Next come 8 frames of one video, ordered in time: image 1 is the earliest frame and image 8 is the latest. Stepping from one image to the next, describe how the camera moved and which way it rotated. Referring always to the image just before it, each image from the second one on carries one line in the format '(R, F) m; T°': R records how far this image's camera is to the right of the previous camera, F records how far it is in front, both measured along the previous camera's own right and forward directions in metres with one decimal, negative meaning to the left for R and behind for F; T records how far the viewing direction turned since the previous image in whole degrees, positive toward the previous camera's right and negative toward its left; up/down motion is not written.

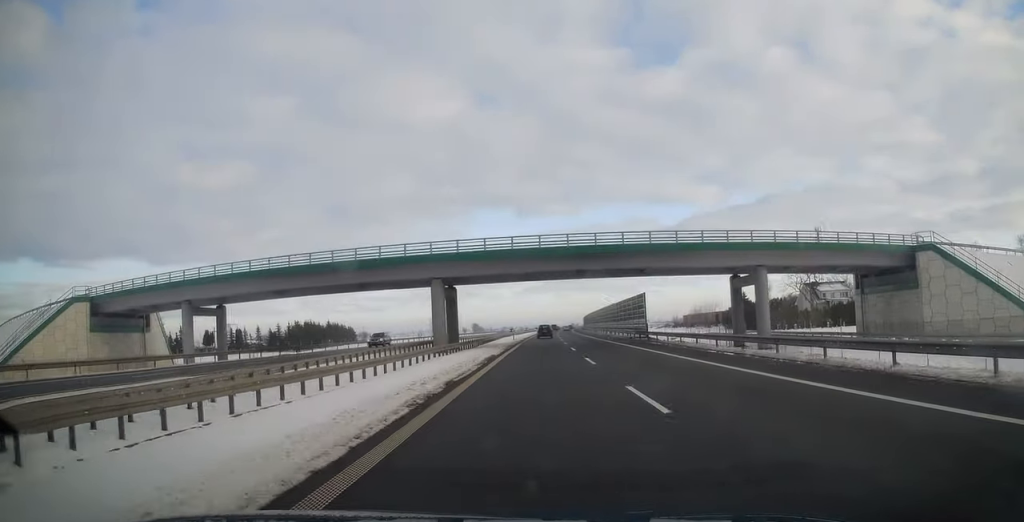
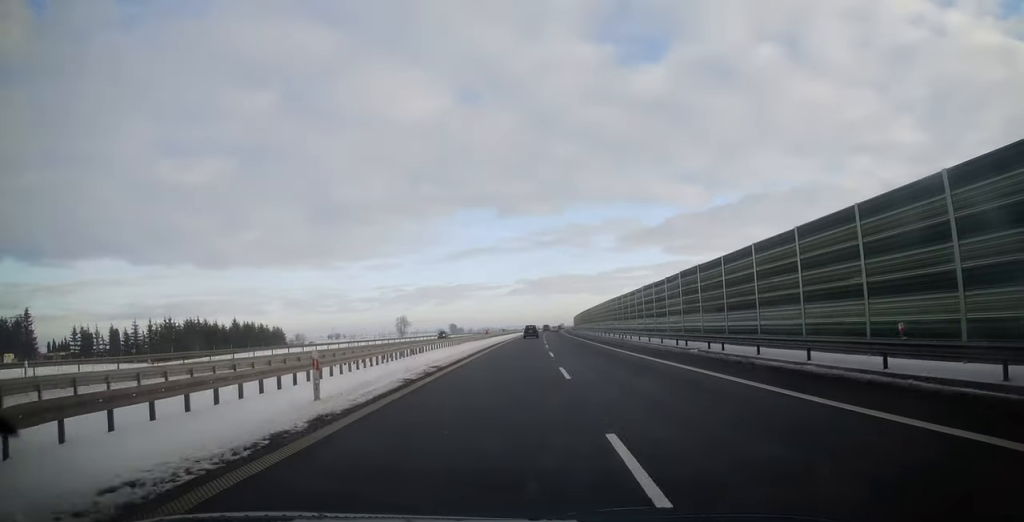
(+0.7, +53.5) m; +2°
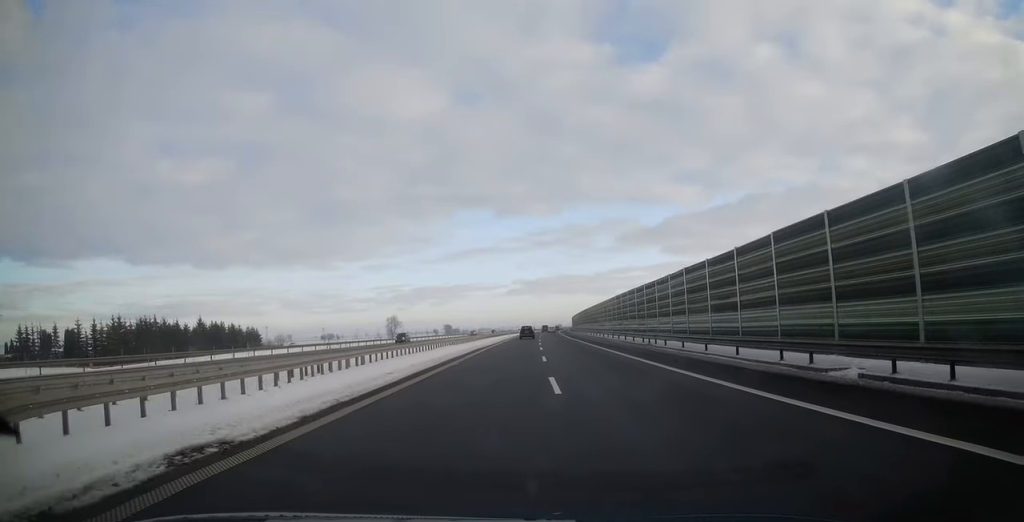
(+0.2, +15.0) m; 0°
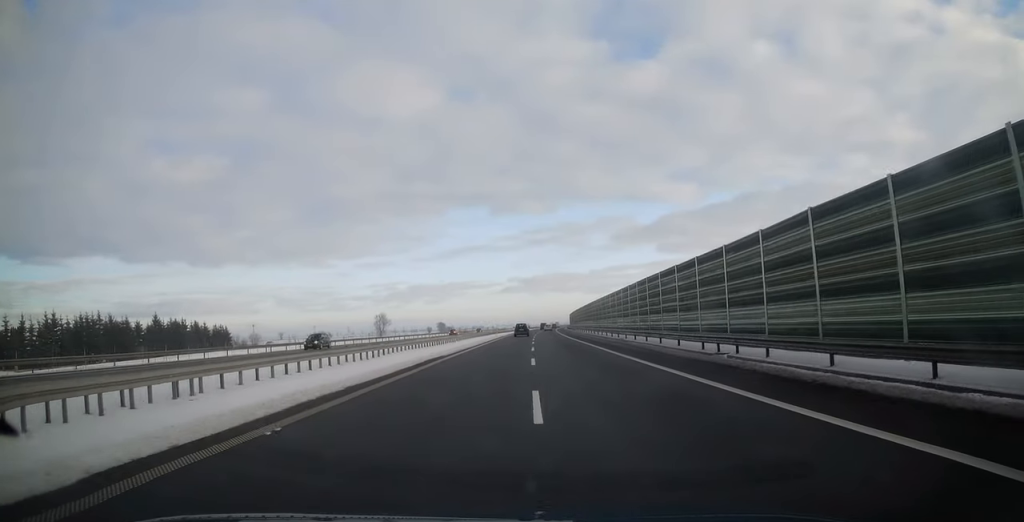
(+0.1, +16.1) m; 0°
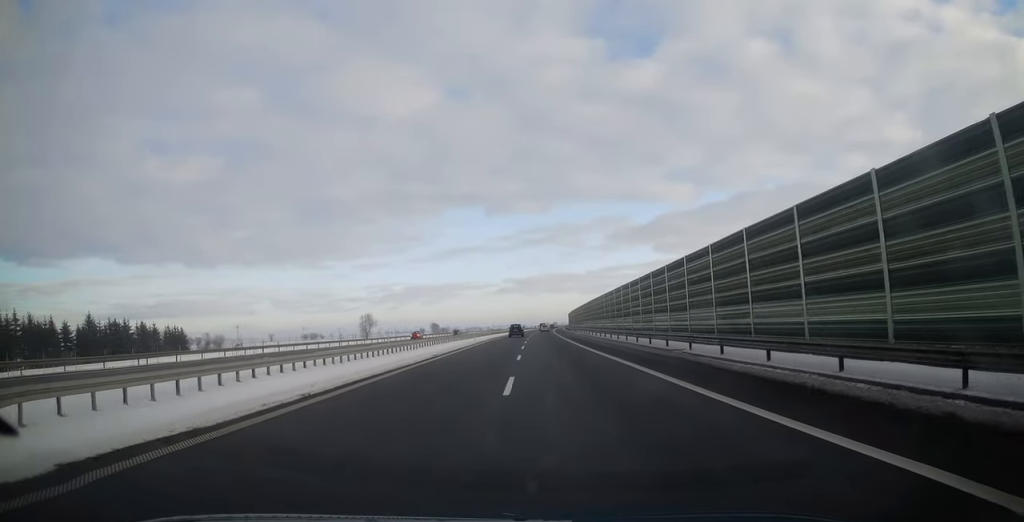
(0.0, +20.4) m; 0°
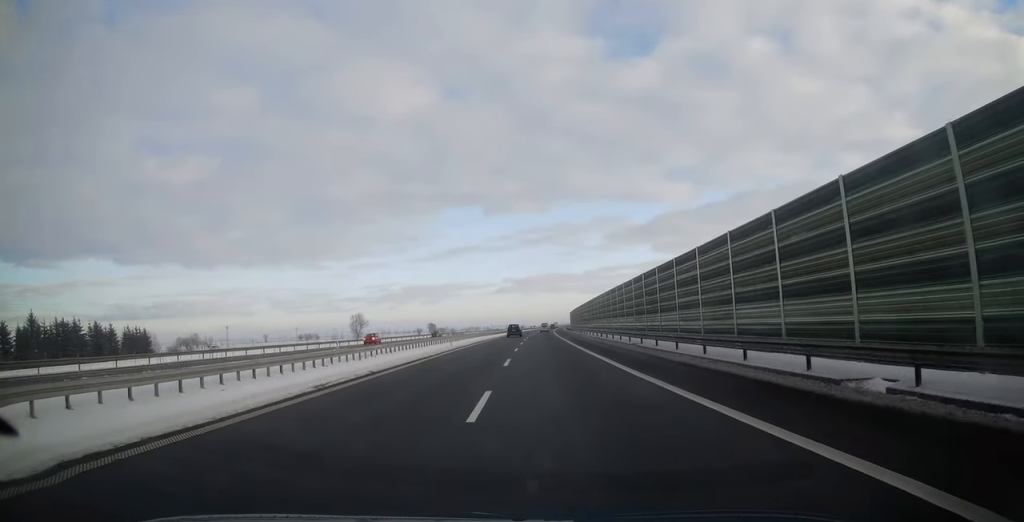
(0.0, +15.3) m; 0°
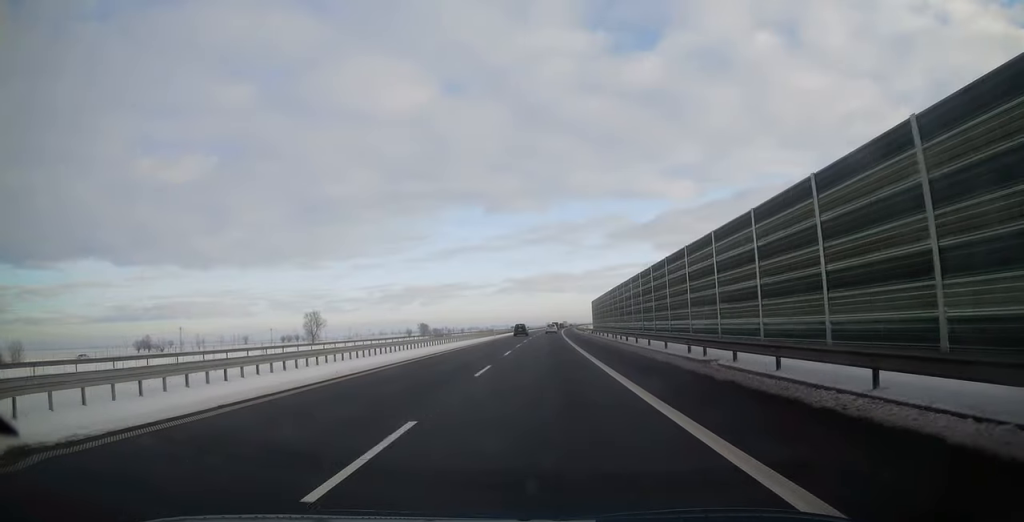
(+0.7, +63.9) m; +1°
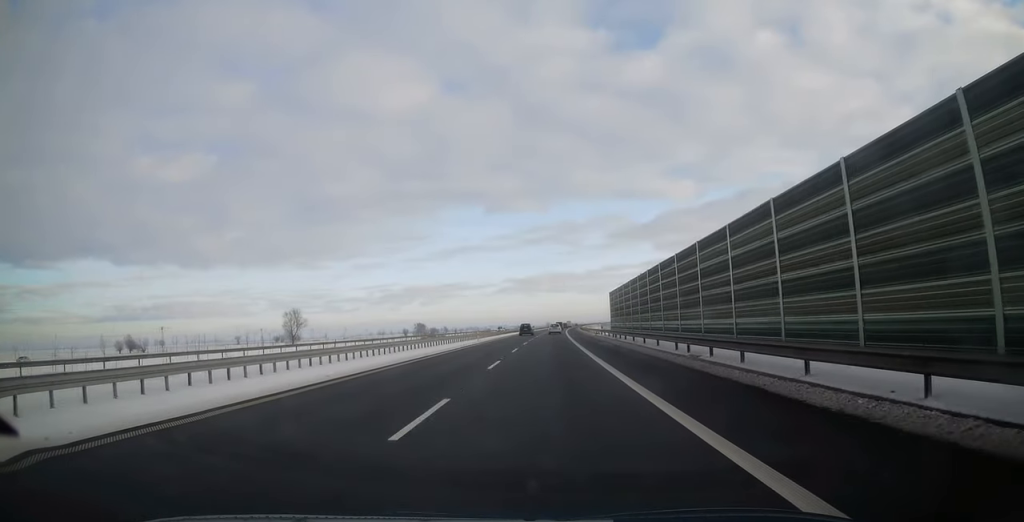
(+0.1, +21.3) m; 0°
